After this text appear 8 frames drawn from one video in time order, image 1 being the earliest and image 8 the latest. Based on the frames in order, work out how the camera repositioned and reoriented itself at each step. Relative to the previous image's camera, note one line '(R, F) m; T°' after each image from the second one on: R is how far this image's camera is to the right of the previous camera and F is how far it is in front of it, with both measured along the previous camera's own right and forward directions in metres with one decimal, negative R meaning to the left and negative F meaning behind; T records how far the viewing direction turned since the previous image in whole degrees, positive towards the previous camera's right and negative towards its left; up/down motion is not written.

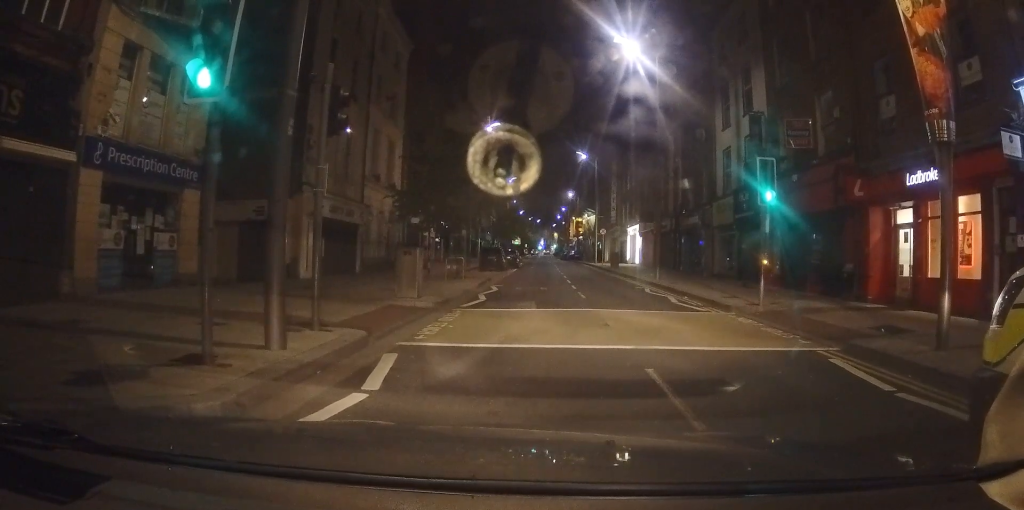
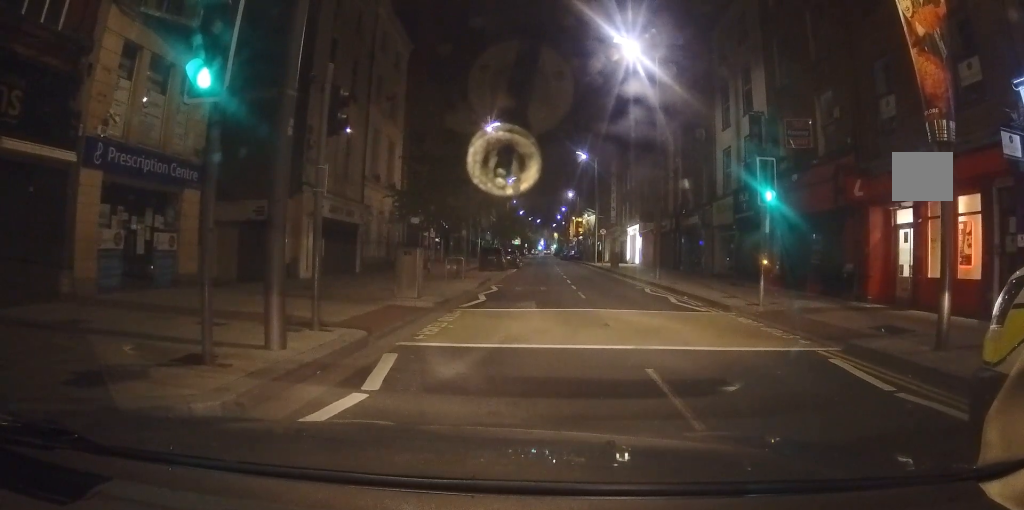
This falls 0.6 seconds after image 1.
(0.0, 0.0) m; 0°
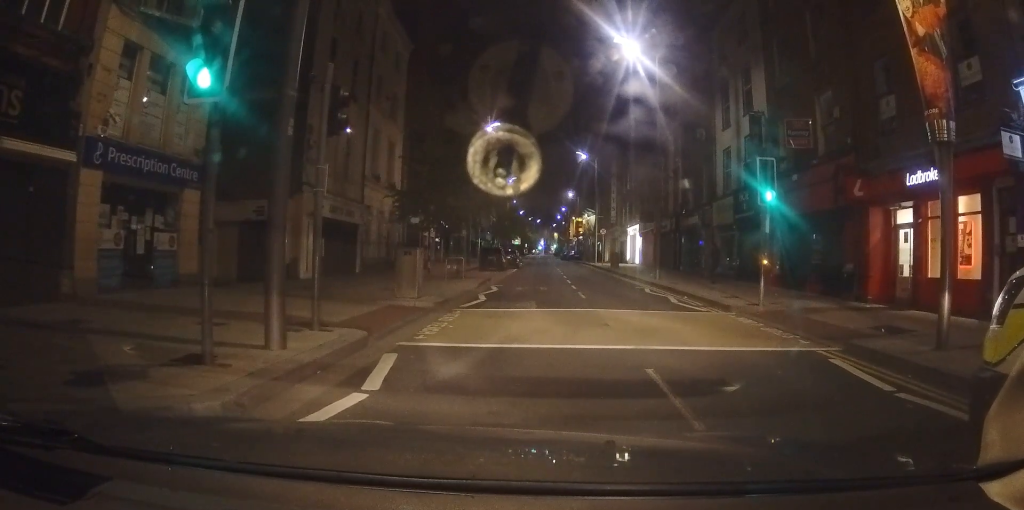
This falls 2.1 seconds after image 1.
(0.0, 0.0) m; 0°
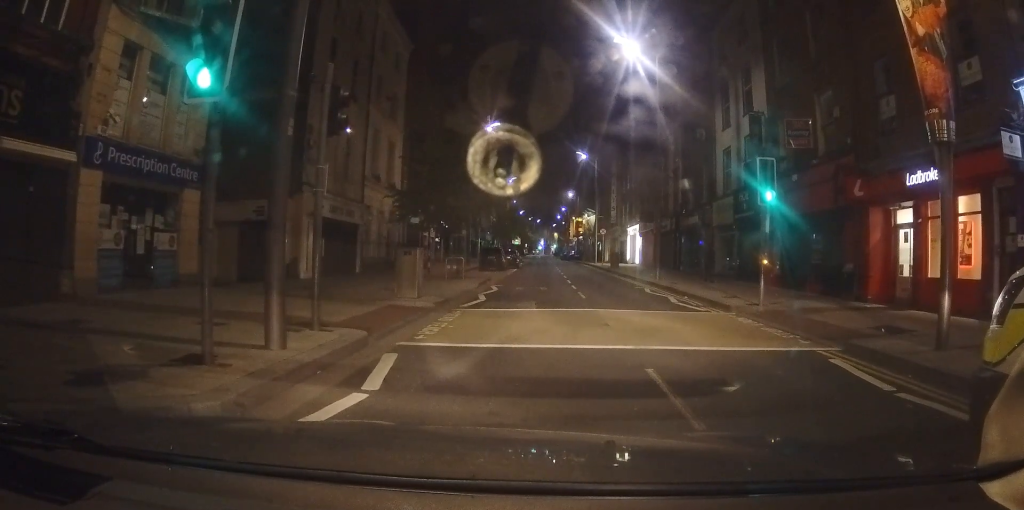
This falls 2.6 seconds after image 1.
(0.0, 0.0) m; 0°
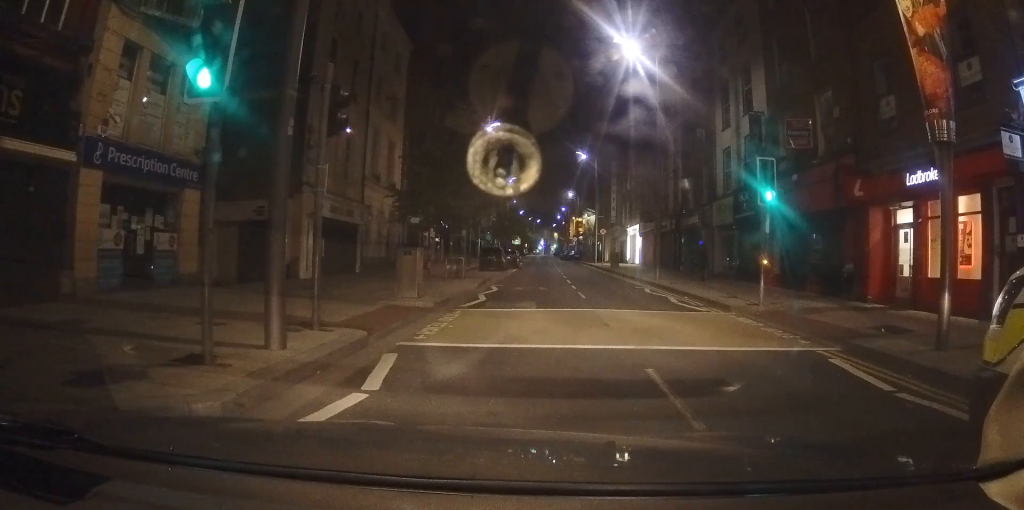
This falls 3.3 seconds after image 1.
(0.0, 0.0) m; 0°
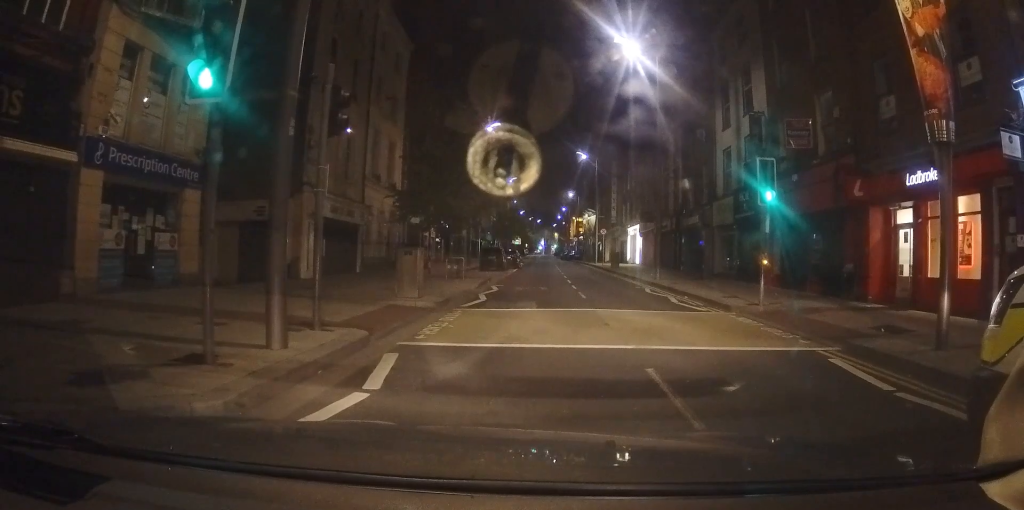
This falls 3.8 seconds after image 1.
(0.0, 0.0) m; 0°
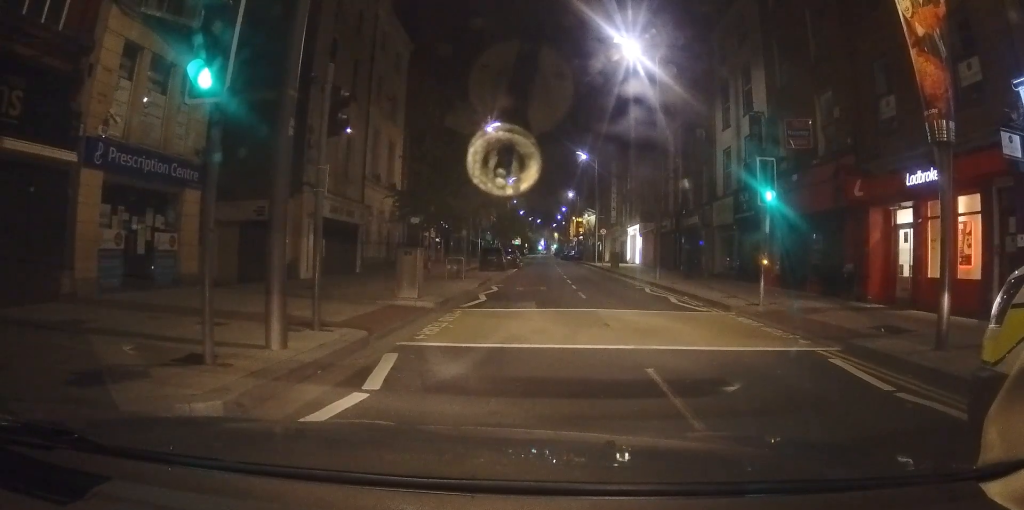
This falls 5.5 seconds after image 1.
(0.0, 0.0) m; 0°
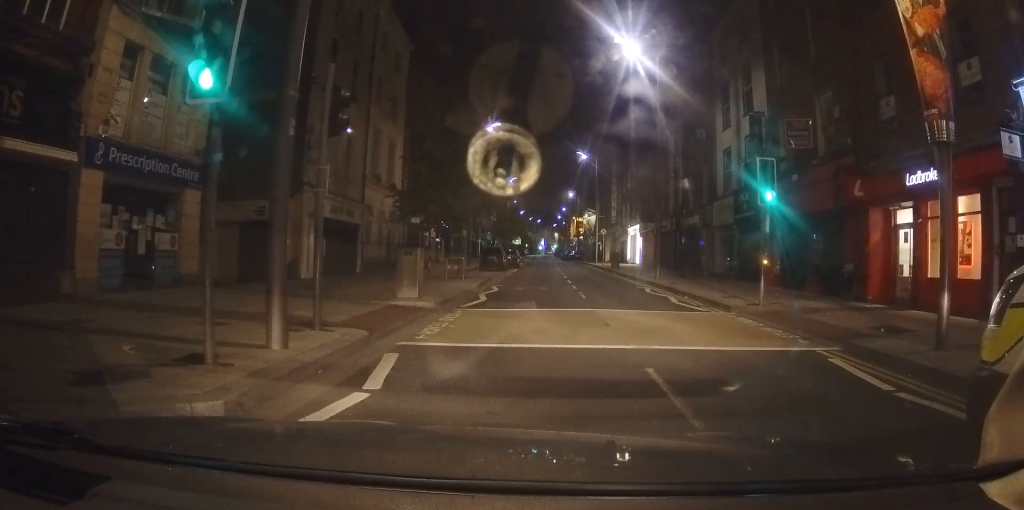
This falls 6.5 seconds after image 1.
(0.0, 0.0) m; 0°
